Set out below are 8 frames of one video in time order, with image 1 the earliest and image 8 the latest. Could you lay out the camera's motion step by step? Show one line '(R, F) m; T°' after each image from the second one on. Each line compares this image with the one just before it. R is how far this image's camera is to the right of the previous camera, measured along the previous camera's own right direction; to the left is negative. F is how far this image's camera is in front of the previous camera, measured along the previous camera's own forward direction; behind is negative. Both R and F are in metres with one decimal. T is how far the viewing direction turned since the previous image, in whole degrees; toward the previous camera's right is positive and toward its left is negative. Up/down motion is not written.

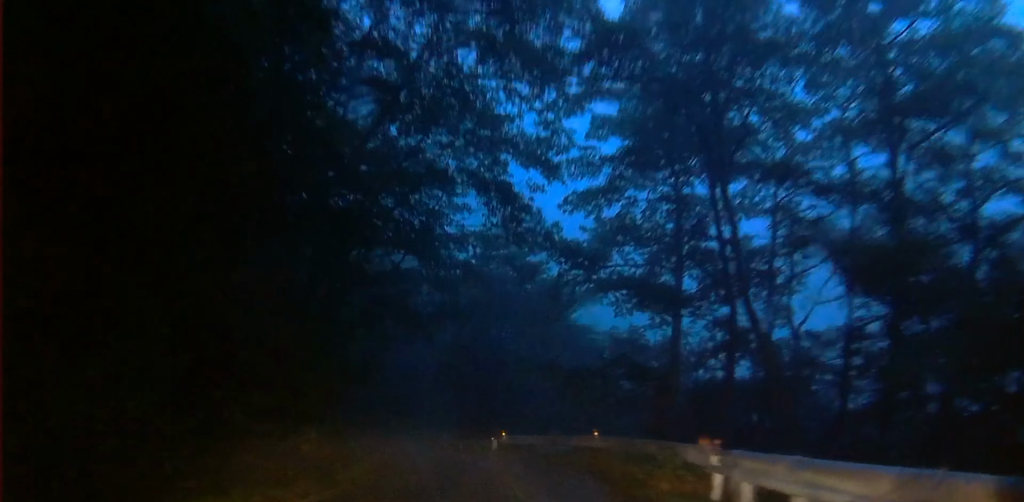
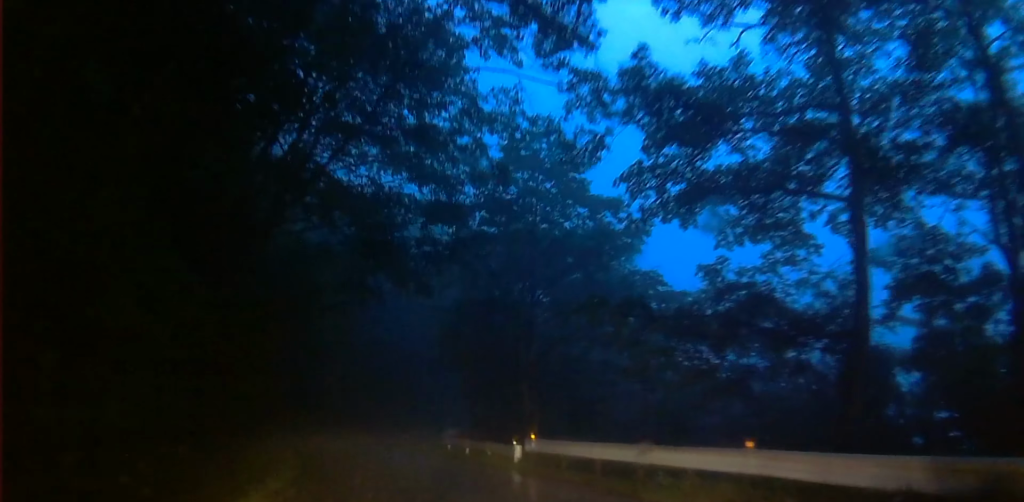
(0.0, +9.0) m; 0°
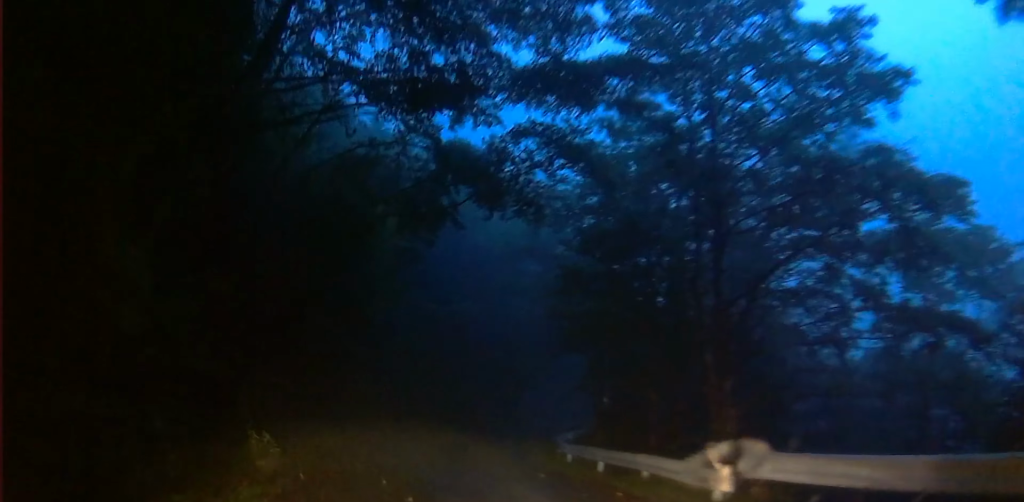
(0.0, +10.7) m; 0°
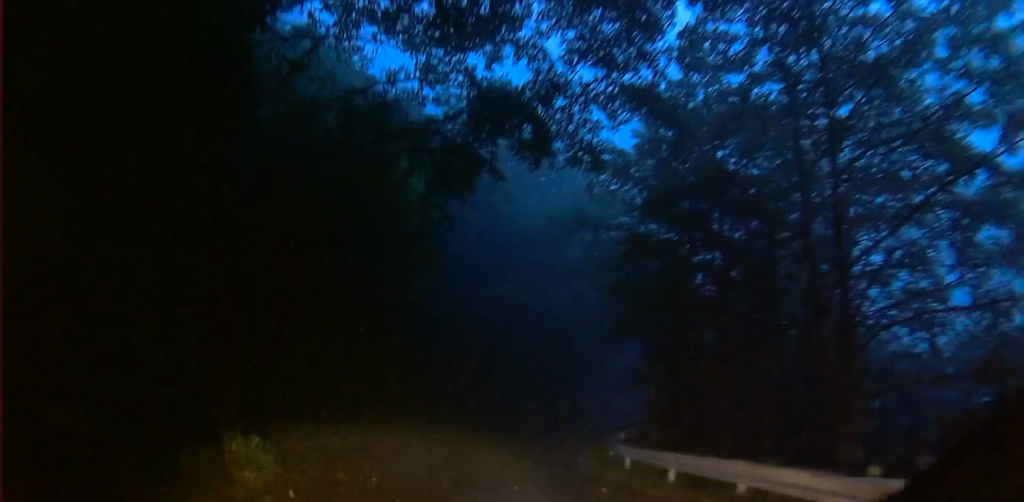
(0.0, +3.9) m; 0°
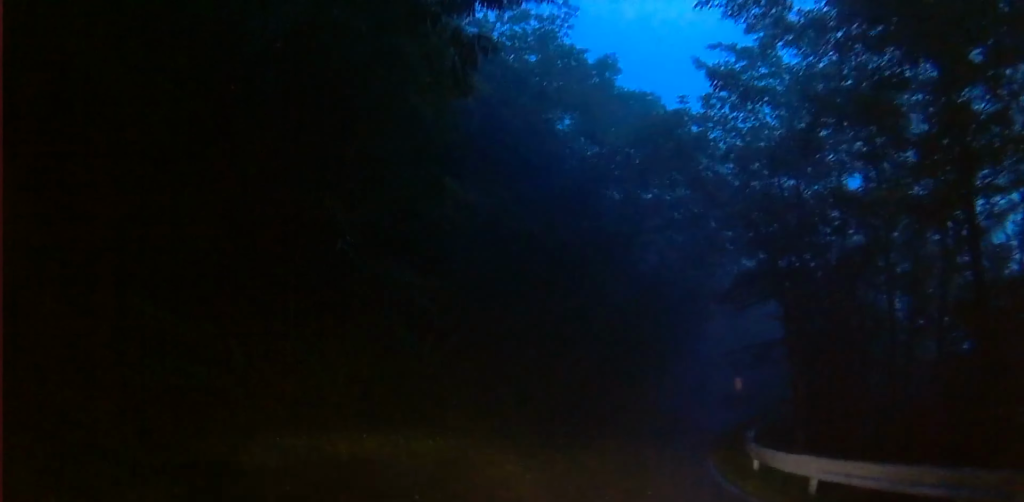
(-0.3, +11.8) m; -3°
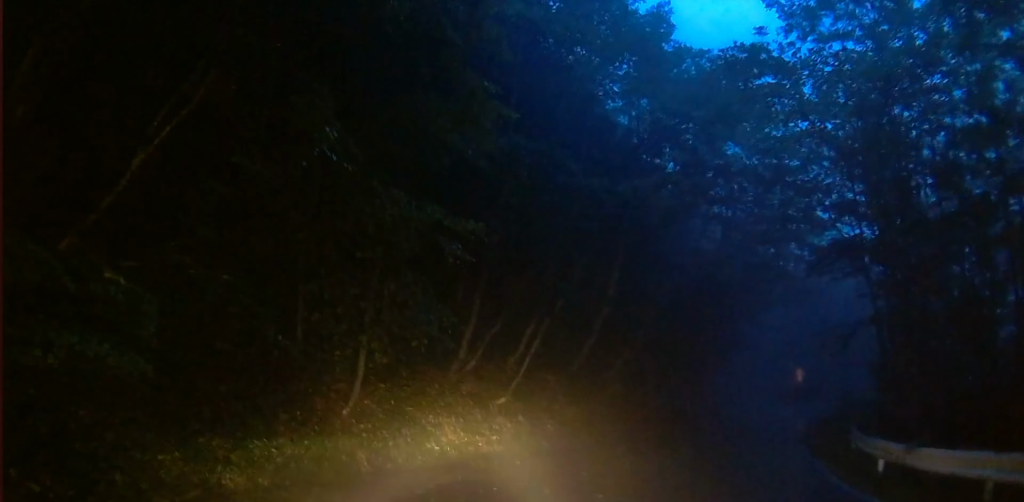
(-0.2, +7.6) m; -2°
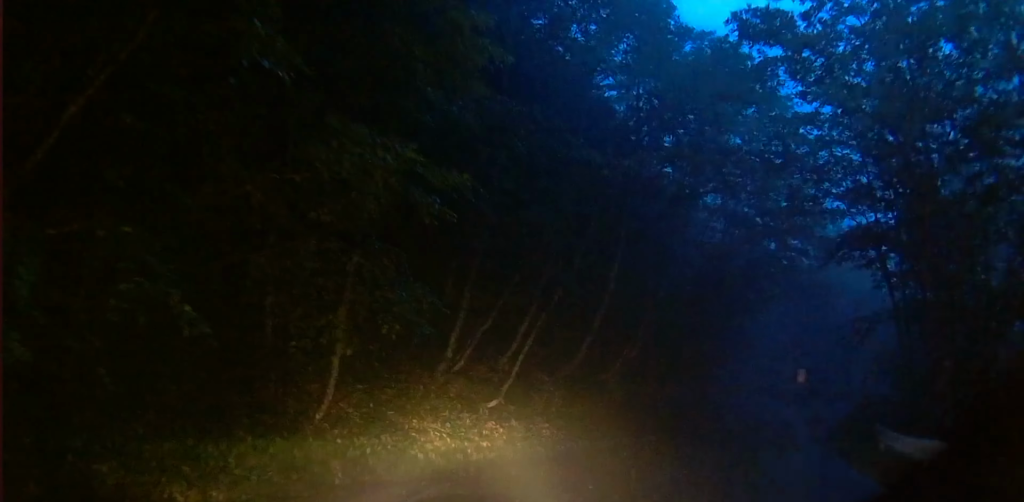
(0.0, +2.9) m; 0°
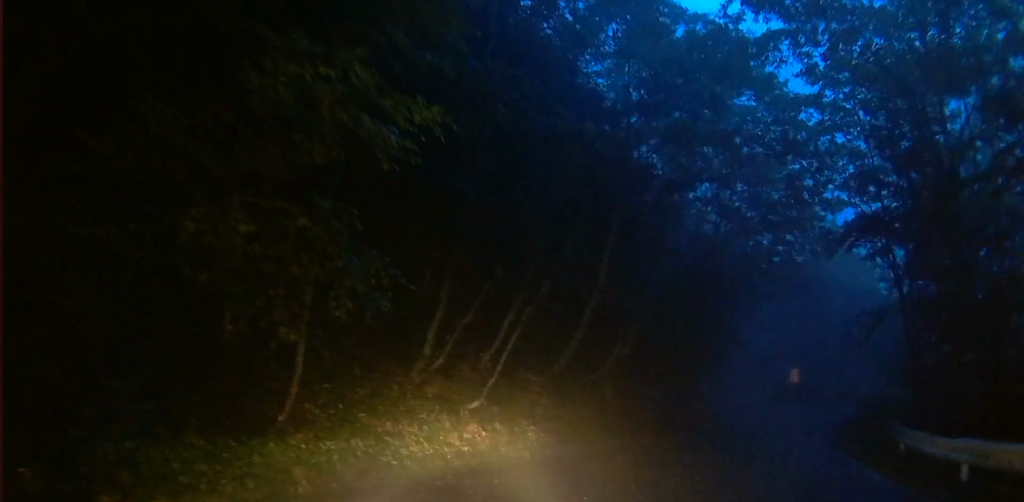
(0.0, +1.4) m; 0°
